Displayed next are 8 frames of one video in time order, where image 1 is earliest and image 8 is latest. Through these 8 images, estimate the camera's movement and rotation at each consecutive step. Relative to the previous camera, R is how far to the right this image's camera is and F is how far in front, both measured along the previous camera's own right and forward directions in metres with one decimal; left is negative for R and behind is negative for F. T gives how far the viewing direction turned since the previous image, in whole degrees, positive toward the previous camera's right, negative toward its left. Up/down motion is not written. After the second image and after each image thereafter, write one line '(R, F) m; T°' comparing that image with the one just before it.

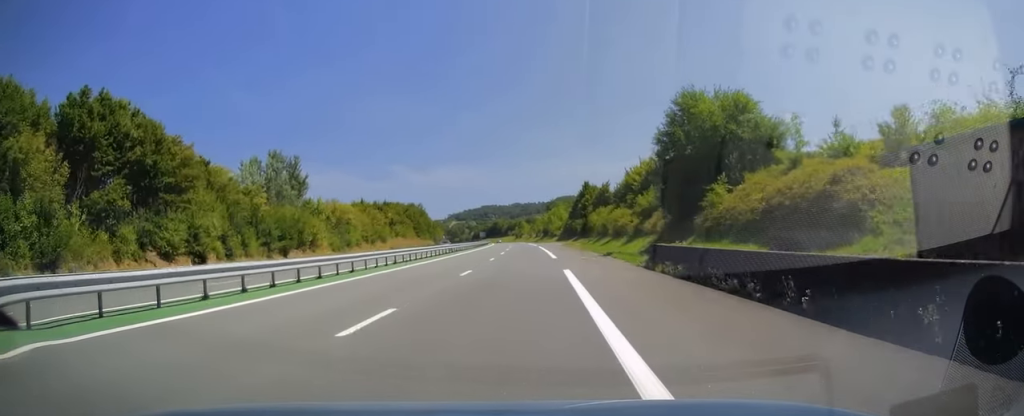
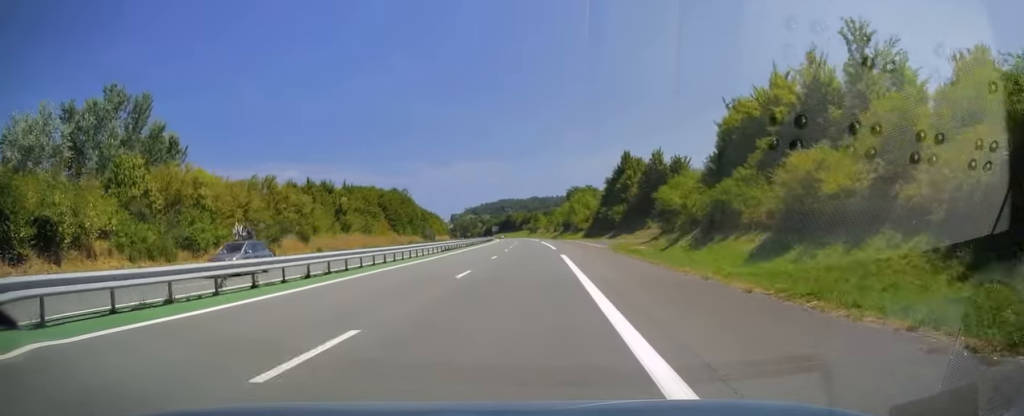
(-1.0, +41.8) m; -2°
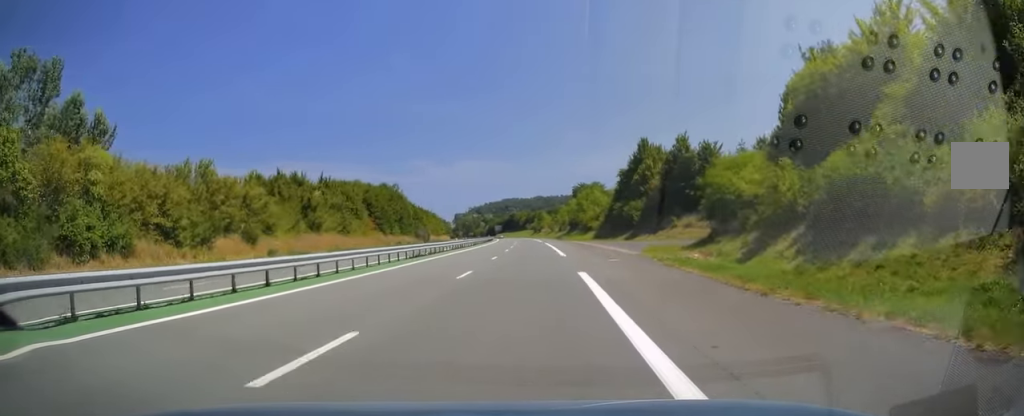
(-0.1, +13.3) m; 0°
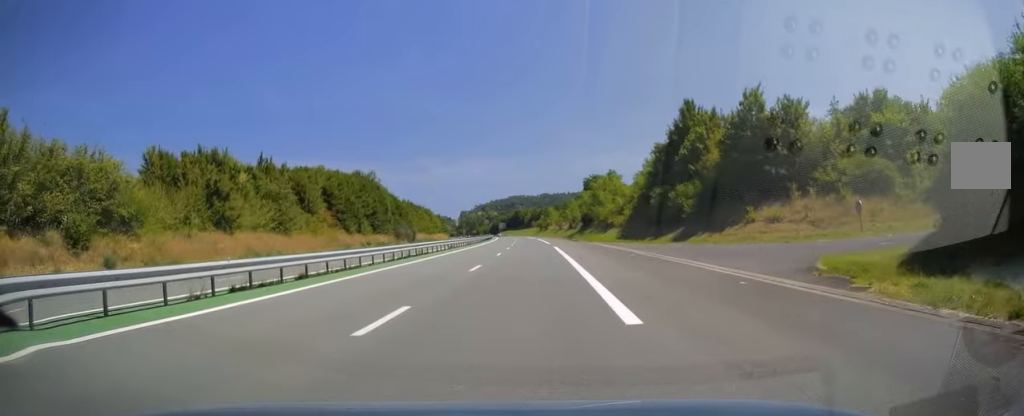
(-0.1, +23.2) m; -1°
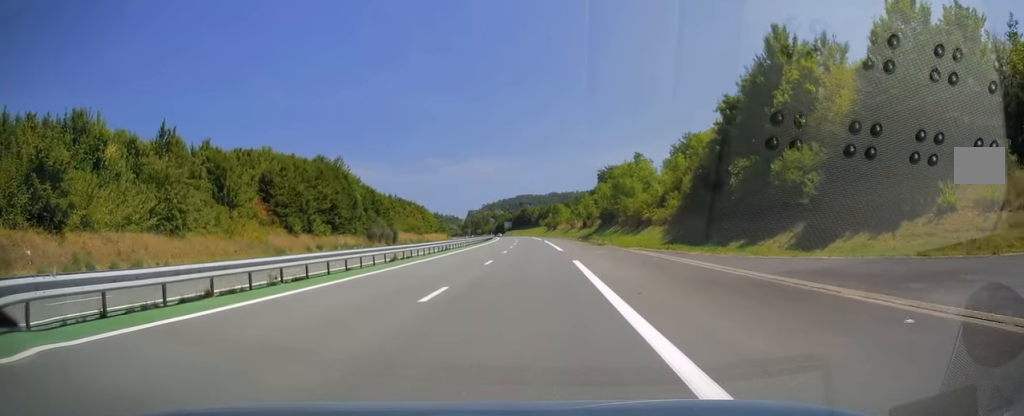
(-0.2, +22.2) m; -1°
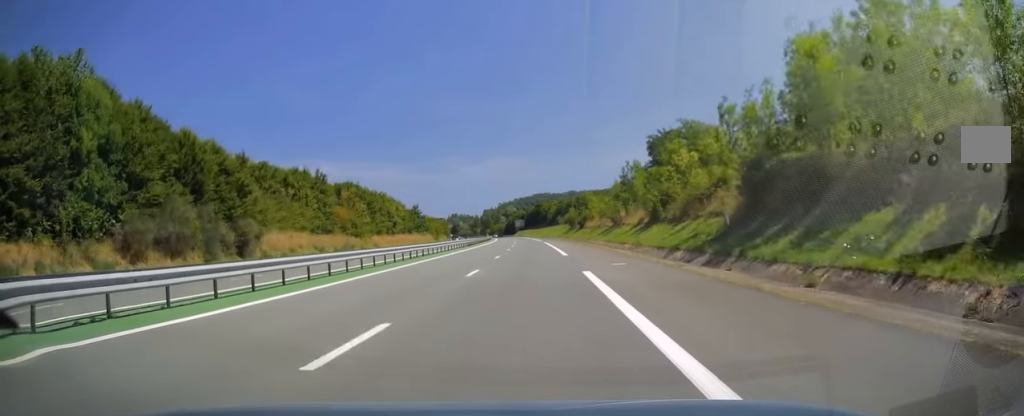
(-0.7, +58.1) m; -1°
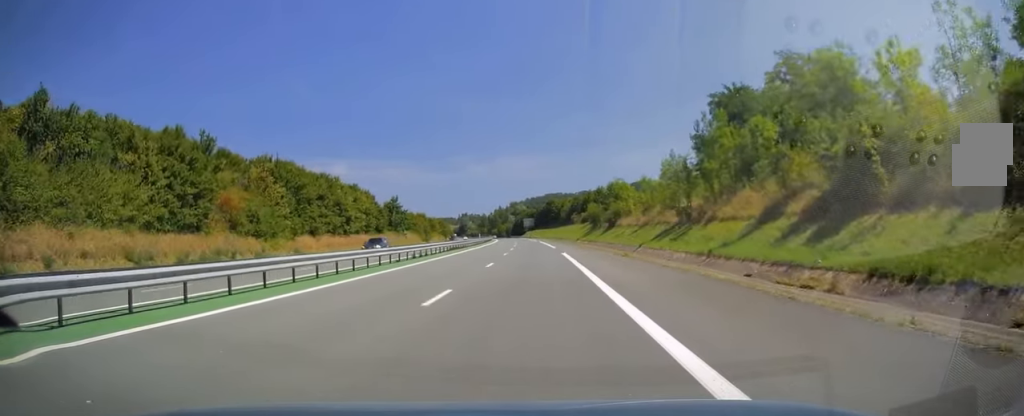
(-0.3, +33.5) m; -1°
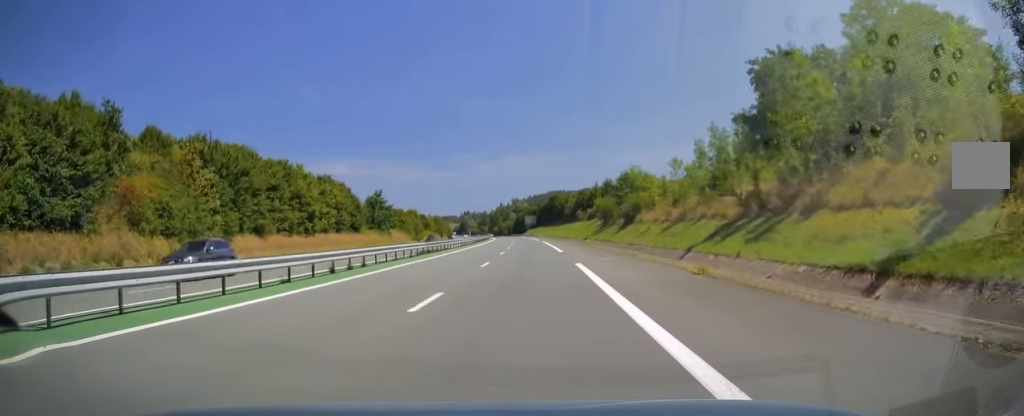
(-0.1, +14.3) m; 0°
